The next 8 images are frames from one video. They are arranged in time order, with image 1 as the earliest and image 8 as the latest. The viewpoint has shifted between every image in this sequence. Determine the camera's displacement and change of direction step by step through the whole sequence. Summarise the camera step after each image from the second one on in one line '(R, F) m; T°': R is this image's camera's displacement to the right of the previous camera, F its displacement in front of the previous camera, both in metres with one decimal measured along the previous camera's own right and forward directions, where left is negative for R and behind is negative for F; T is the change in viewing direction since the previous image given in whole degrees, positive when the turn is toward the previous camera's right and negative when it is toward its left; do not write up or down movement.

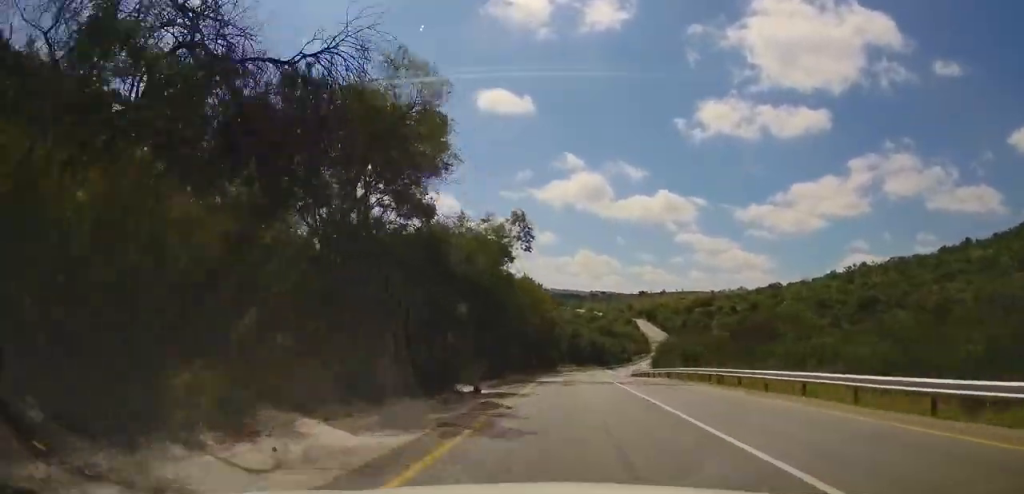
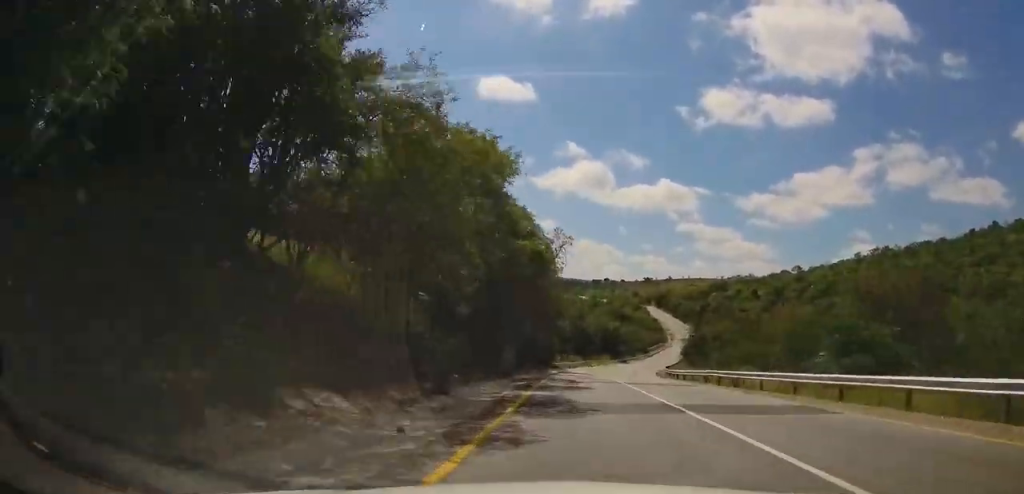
(+0.1, +29.1) m; +2°
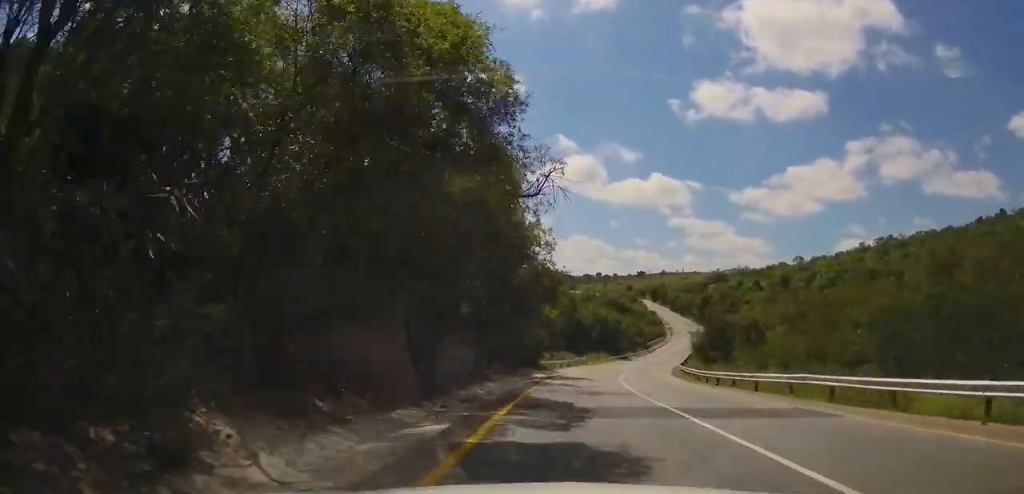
(-0.2, +15.0) m; +1°
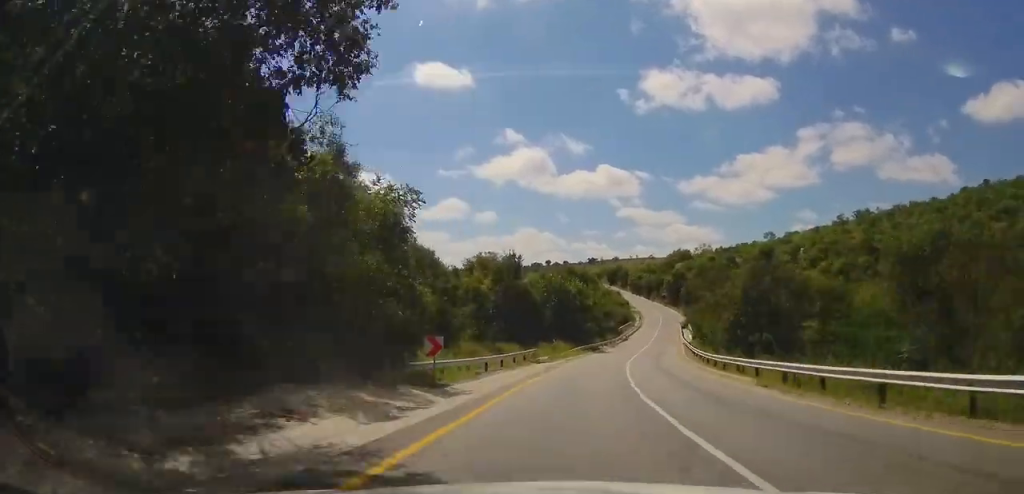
(+1.2, +32.0) m; +3°
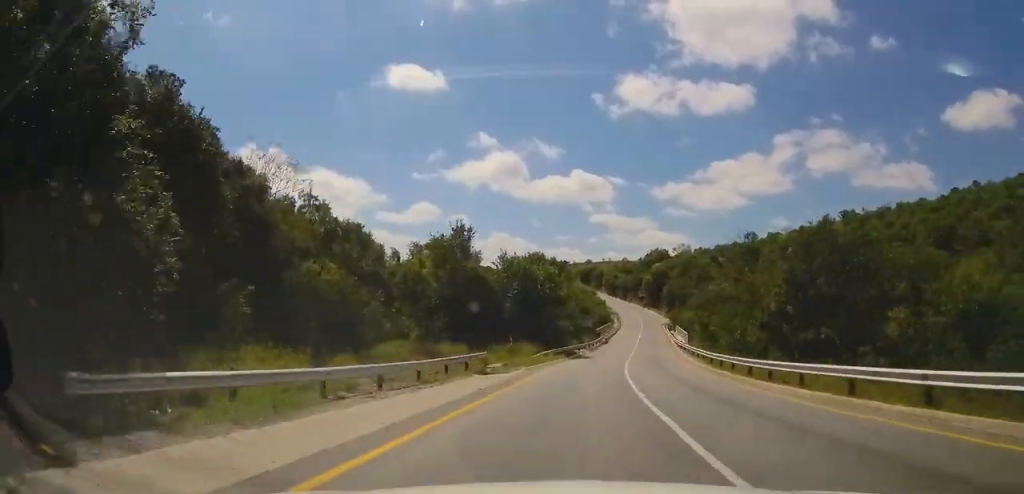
(-0.1, +14.9) m; +2°
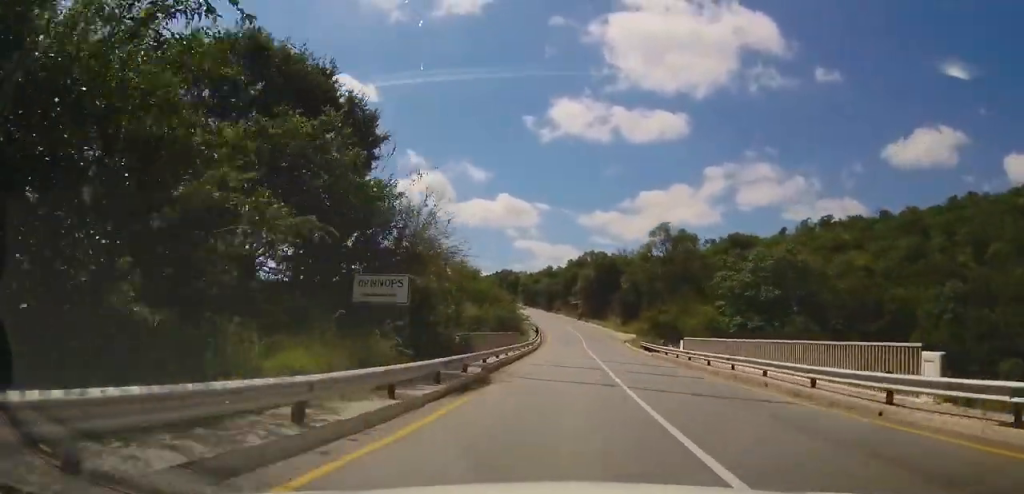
(+4.2, +58.1) m; +8°
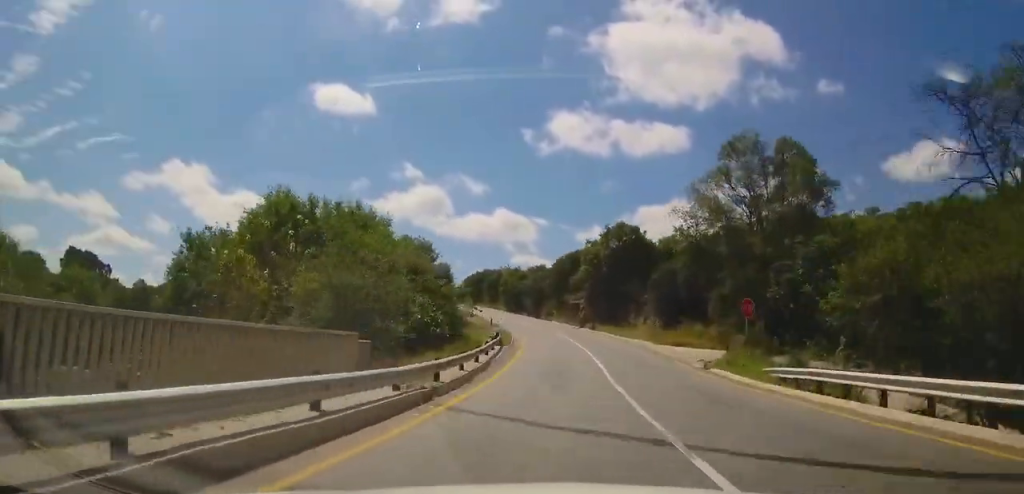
(+1.0, +37.3) m; +1°
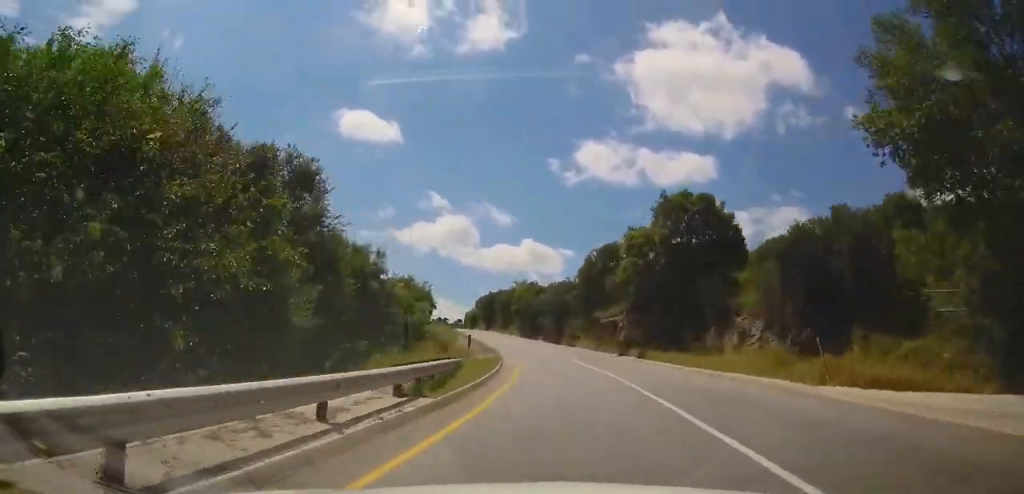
(+0.7, +23.8) m; -3°
